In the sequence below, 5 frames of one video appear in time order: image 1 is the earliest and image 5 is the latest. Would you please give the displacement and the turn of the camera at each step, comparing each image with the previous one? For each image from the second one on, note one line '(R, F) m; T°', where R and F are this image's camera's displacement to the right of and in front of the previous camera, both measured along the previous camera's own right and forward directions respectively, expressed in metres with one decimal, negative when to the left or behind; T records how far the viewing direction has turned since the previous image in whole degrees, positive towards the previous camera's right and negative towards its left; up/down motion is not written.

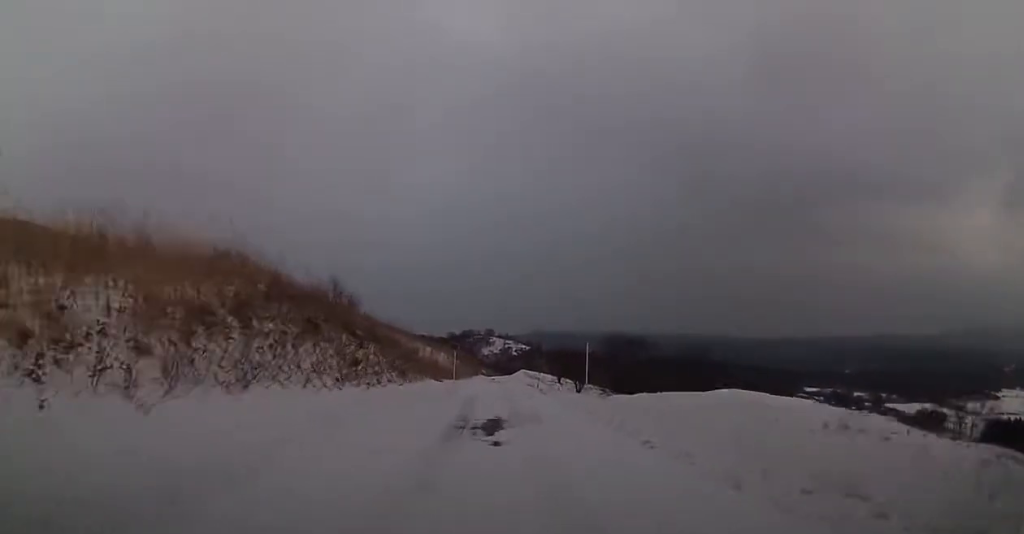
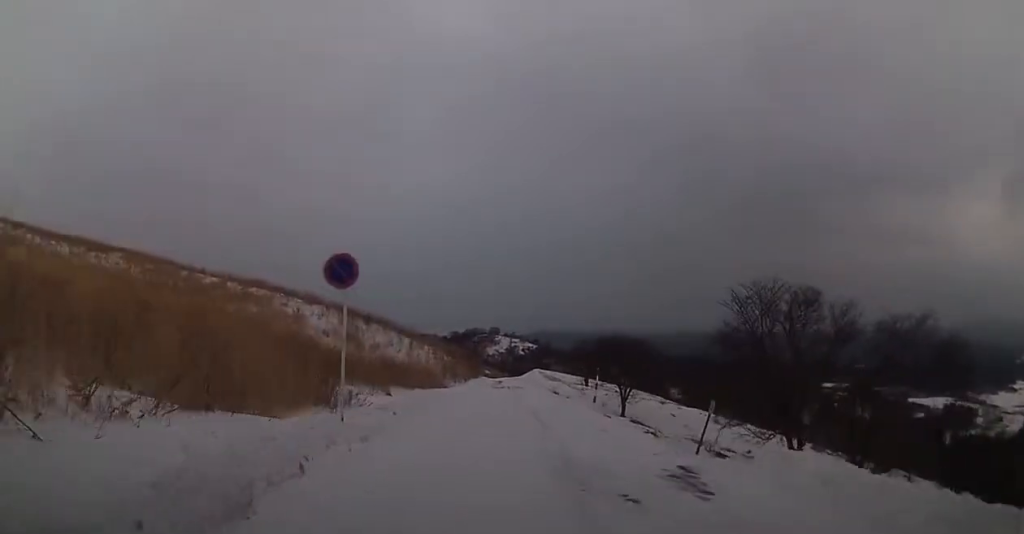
(-1.3, +33.9) m; -1°
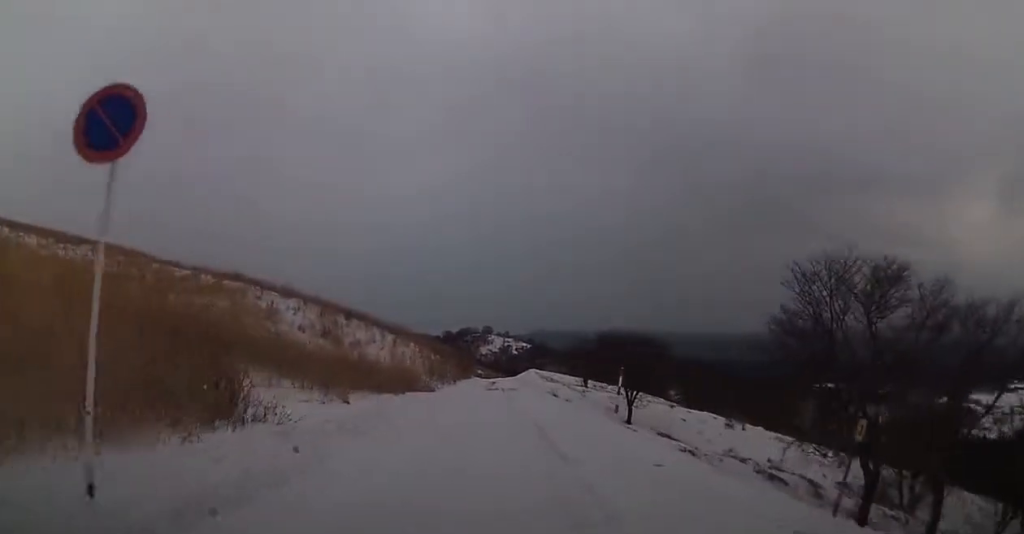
(+0.2, +7.3) m; -1°
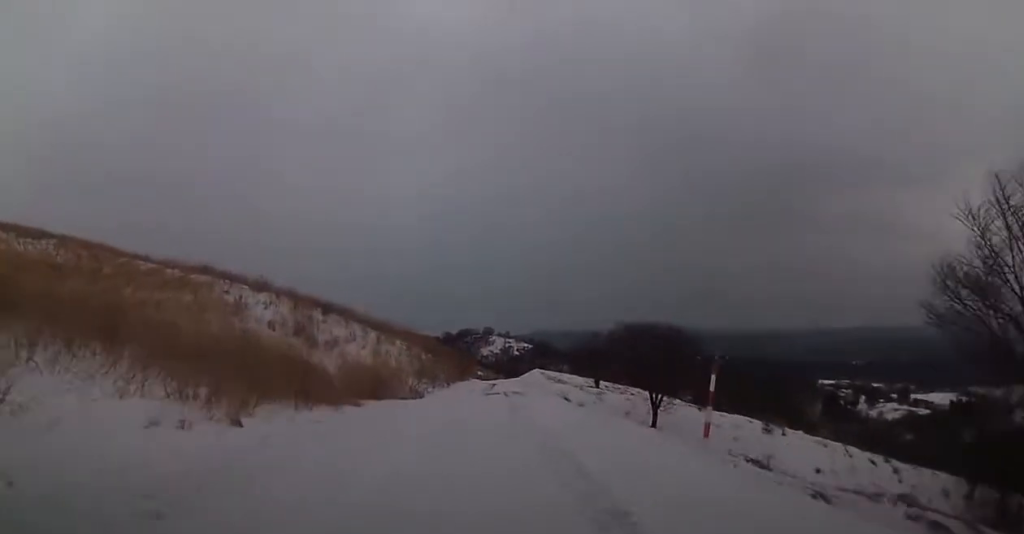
(-0.3, +10.0) m; 0°
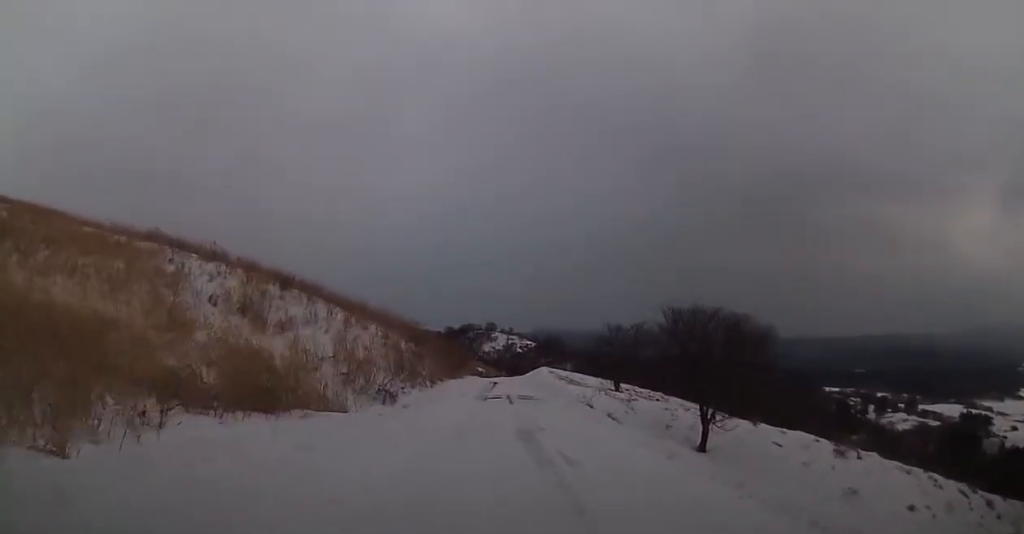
(+0.4, +13.9) m; +1°
